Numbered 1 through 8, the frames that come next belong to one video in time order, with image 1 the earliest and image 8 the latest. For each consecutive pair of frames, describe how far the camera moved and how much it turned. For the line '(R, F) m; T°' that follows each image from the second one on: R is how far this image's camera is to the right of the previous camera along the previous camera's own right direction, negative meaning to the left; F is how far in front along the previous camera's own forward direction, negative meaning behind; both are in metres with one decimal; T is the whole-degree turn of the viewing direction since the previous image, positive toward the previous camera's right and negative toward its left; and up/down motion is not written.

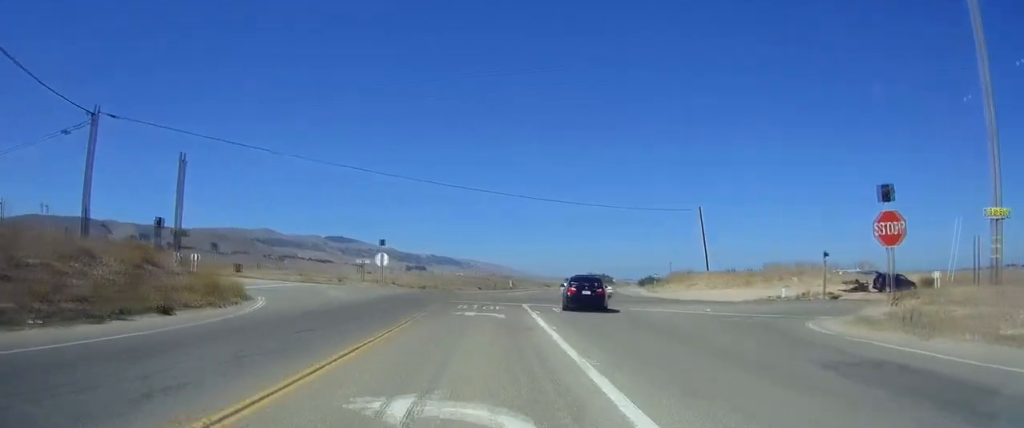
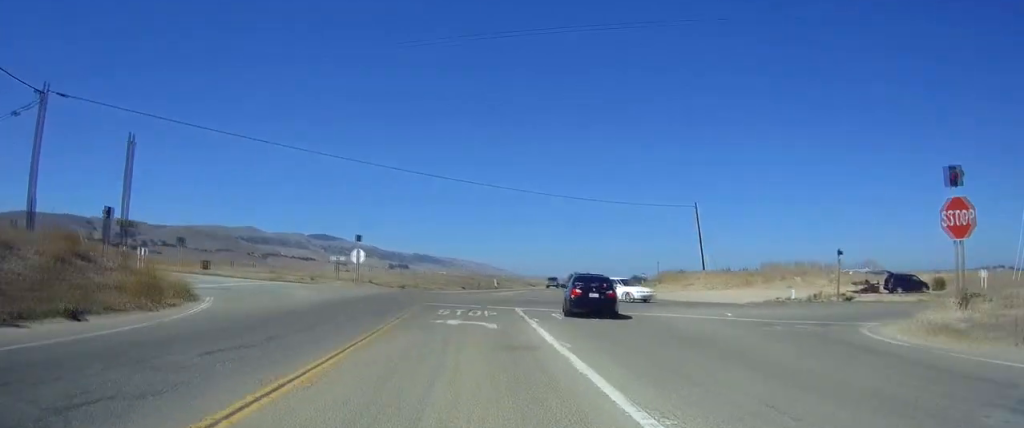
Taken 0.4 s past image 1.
(0.0, +4.5) m; +1°
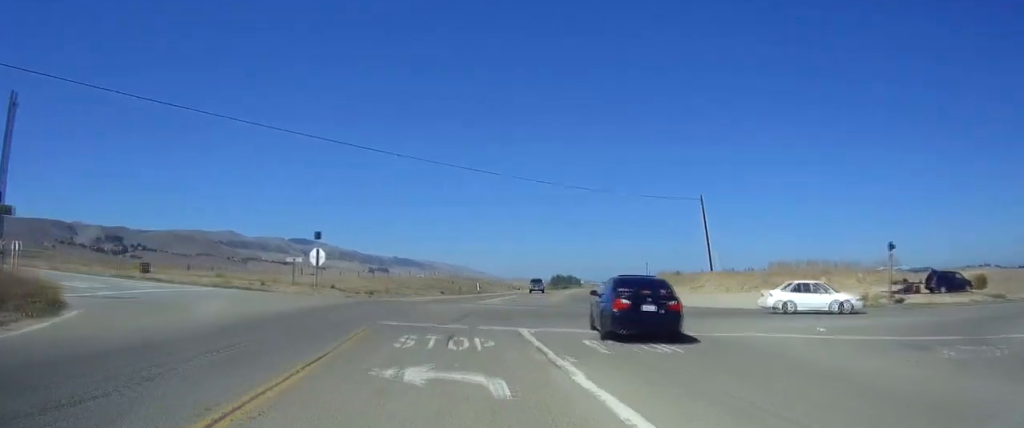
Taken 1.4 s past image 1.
(+0.2, +8.8) m; +3°
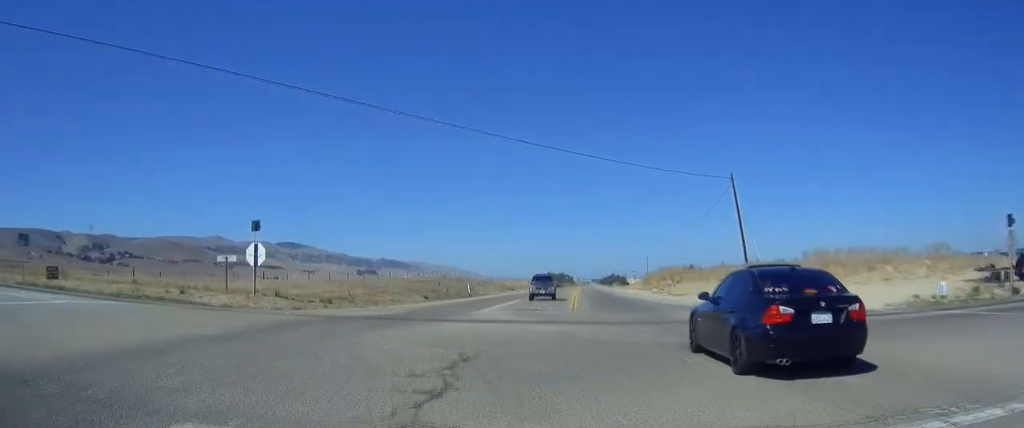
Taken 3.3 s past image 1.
(+0.1, +10.8) m; -3°
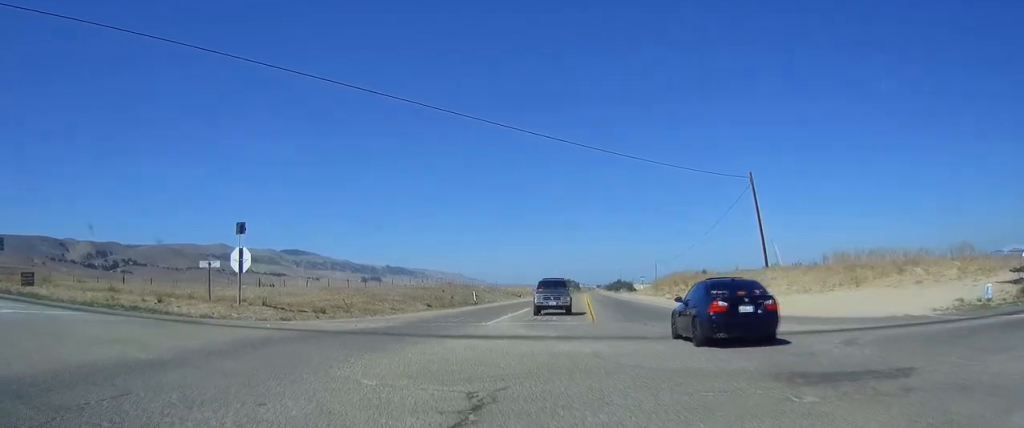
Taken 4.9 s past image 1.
(-0.2, +3.1) m; -10°
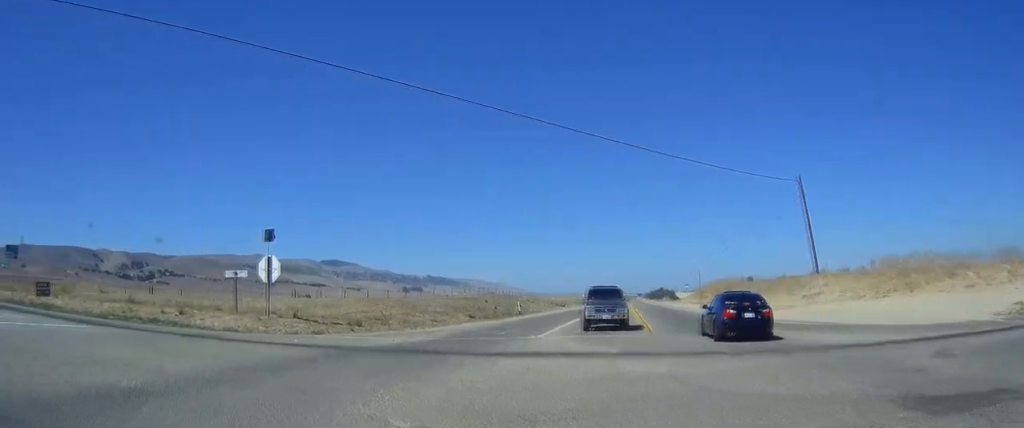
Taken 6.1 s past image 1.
(0.0, +2.9) m; -4°
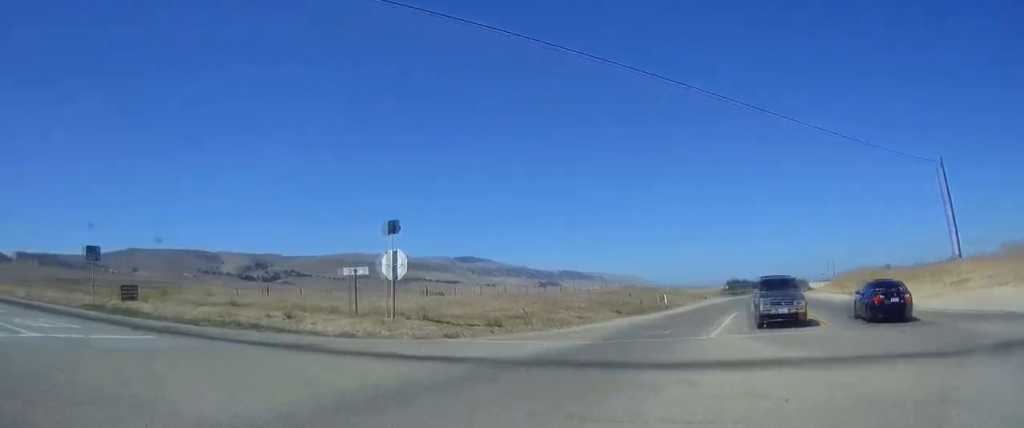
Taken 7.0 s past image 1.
(-0.2, +4.0) m; -11°
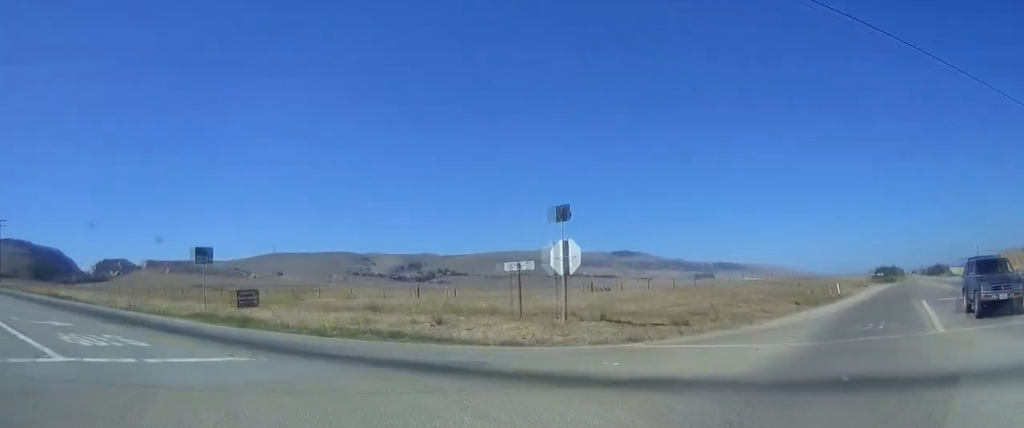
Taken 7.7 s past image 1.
(-0.3, +4.3) m; -12°
